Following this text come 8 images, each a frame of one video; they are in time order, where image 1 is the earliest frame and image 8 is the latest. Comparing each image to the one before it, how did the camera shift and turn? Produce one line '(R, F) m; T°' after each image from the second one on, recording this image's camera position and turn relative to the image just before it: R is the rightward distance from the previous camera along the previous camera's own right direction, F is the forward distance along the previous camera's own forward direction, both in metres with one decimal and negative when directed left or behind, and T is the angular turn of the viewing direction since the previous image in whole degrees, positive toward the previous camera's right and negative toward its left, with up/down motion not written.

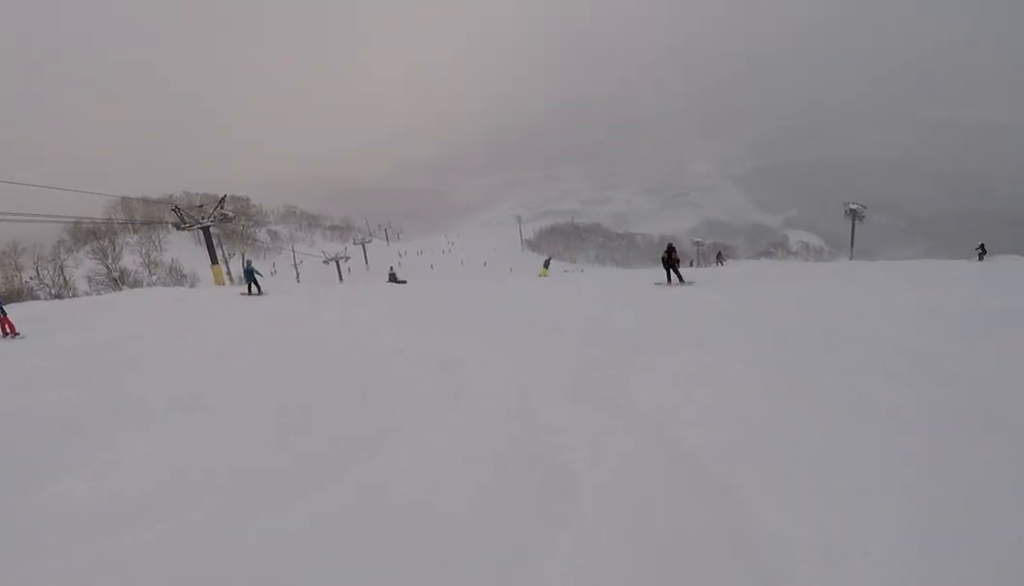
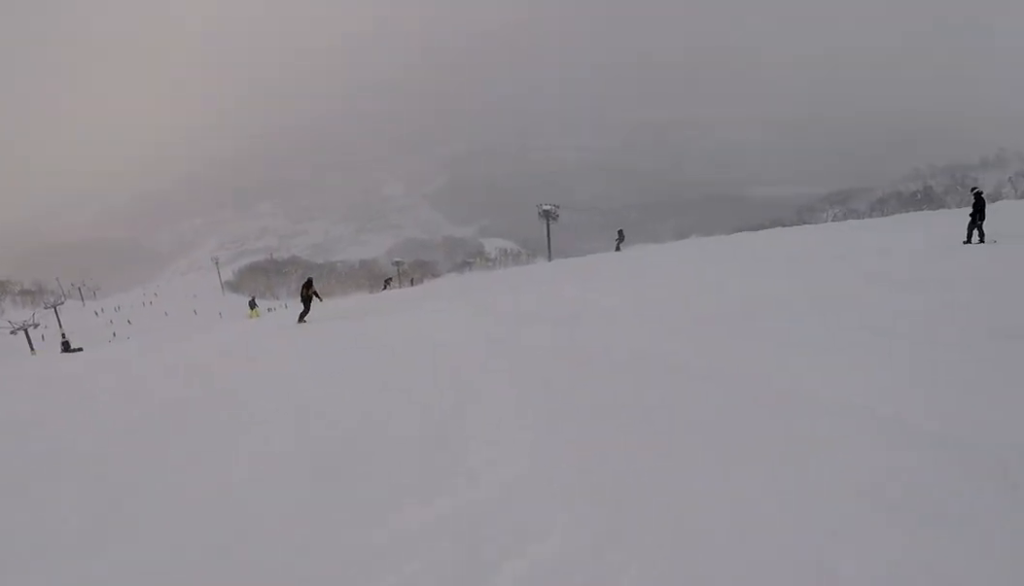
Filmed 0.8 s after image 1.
(+1.2, +3.7) m; +21°
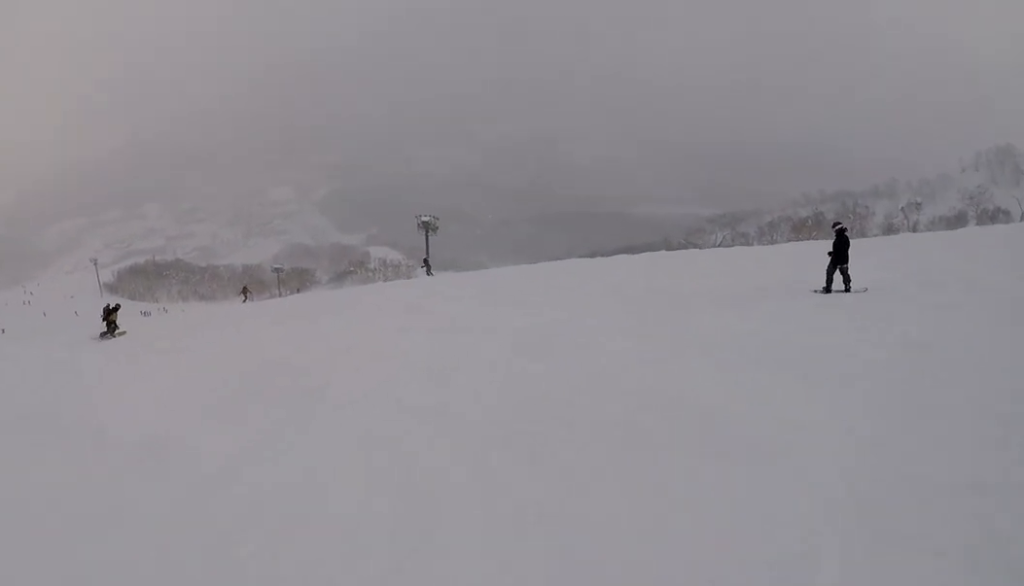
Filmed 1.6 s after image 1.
(+0.4, +4.1) m; -4°
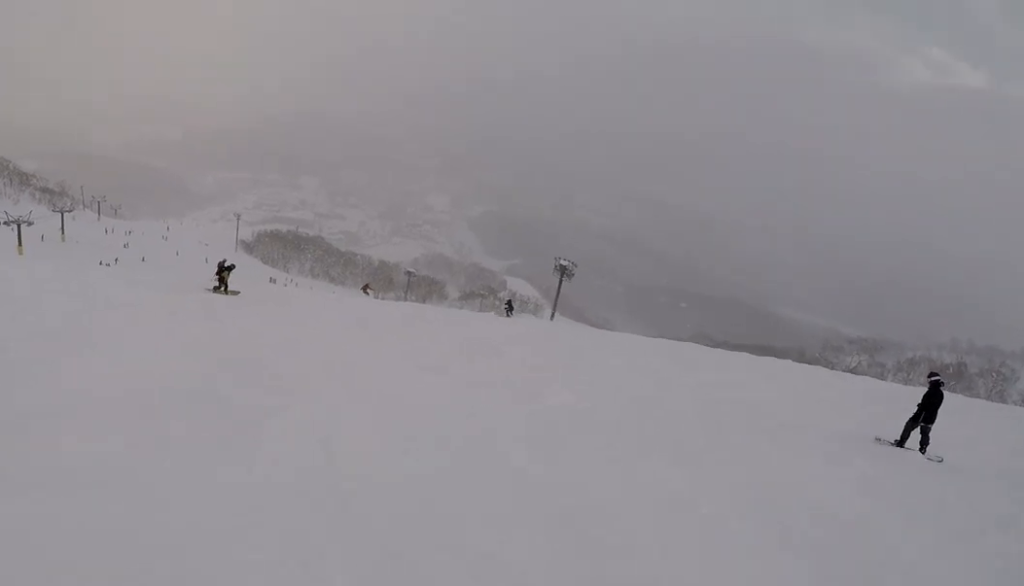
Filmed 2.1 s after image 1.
(-0.2, +2.0) m; -16°
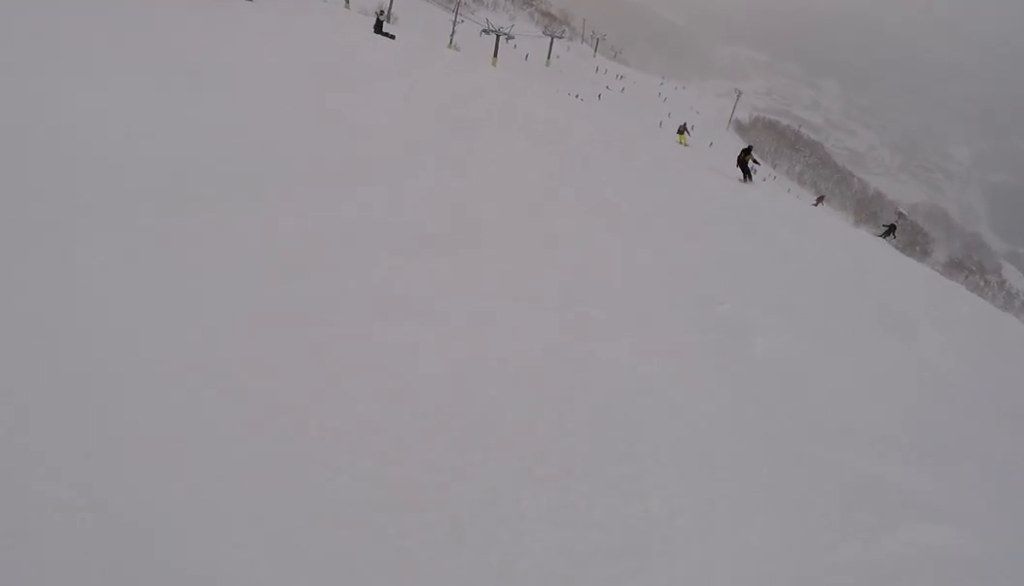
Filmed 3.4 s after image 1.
(-2.4, +4.9) m; -54°
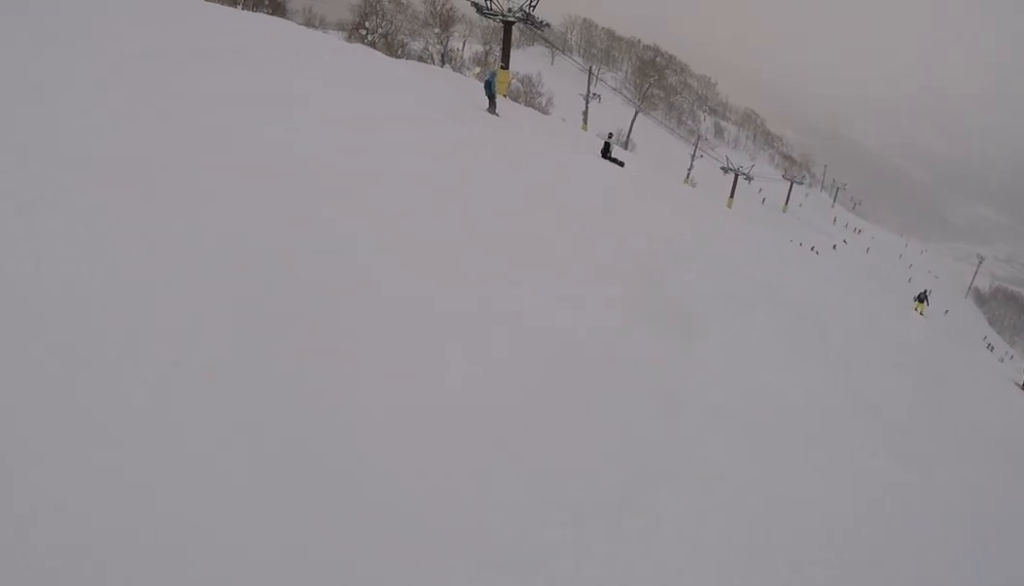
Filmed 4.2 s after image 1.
(-1.0, +3.6) m; -7°
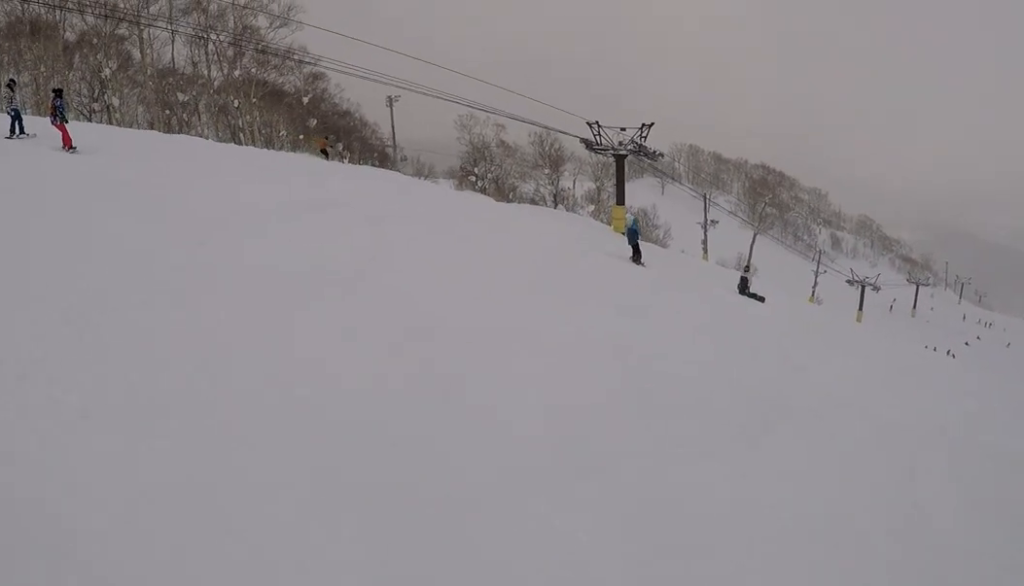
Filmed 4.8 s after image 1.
(-0.1, +3.0) m; +7°
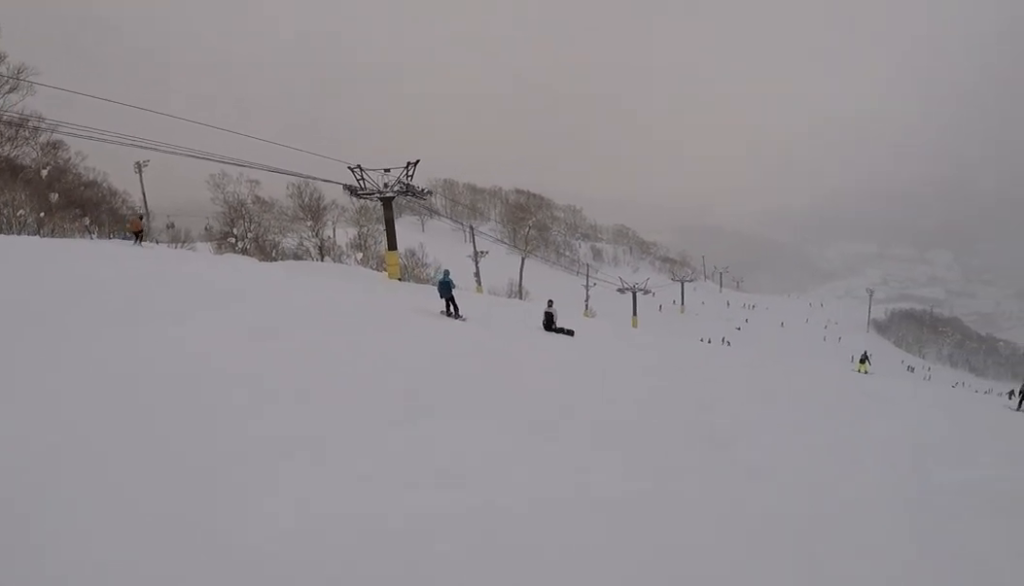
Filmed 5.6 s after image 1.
(+0.7, +3.6) m; +17°
